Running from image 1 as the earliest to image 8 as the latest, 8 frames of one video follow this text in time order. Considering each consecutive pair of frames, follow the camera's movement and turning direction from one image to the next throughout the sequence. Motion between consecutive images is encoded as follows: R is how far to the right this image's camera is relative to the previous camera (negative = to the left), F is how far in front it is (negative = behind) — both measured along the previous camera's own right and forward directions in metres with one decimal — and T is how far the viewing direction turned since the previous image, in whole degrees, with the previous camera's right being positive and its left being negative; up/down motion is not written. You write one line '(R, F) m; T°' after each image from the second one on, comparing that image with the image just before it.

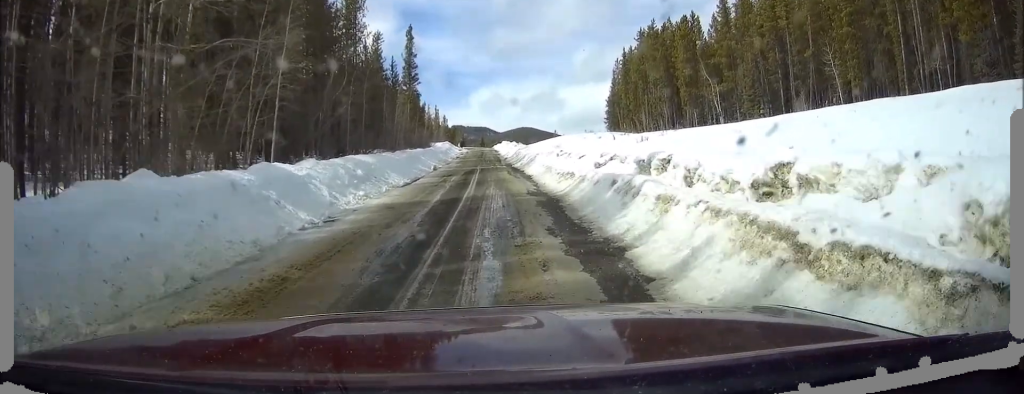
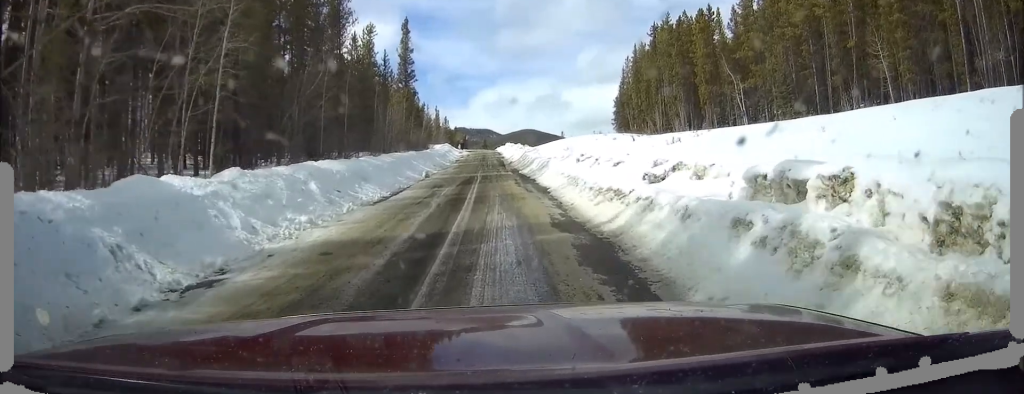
(-0.2, +7.2) m; -1°
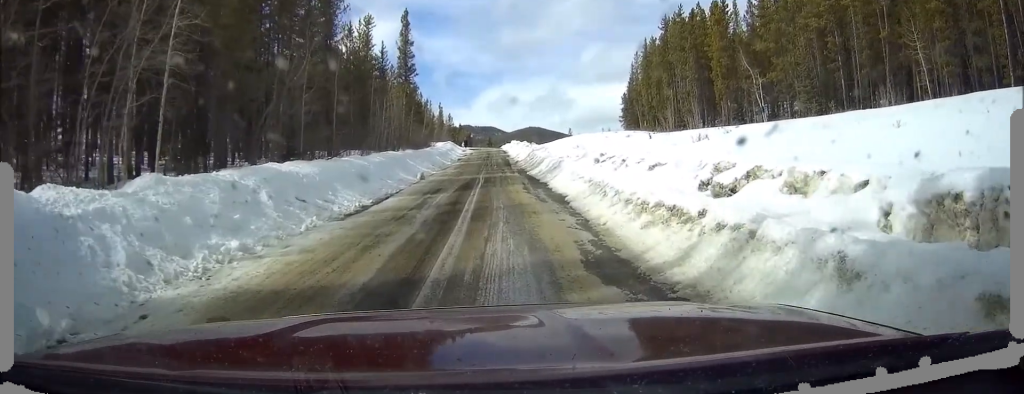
(+0.1, +4.3) m; +1°
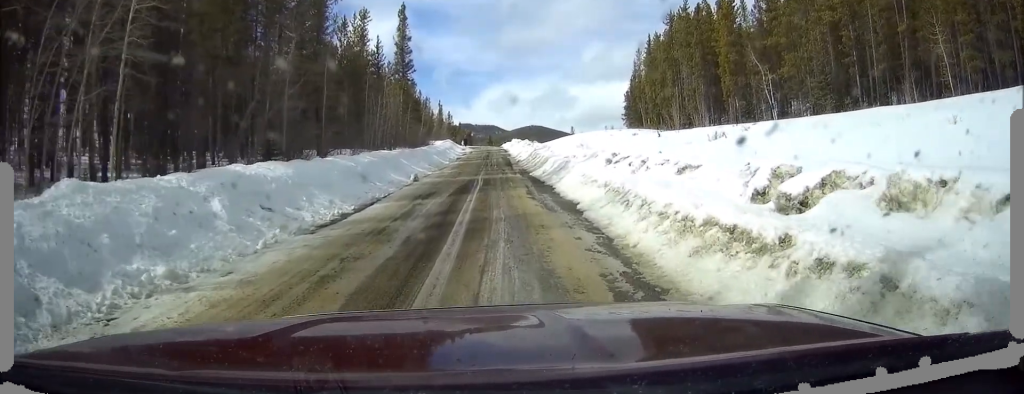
(0.0, +2.6) m; 0°
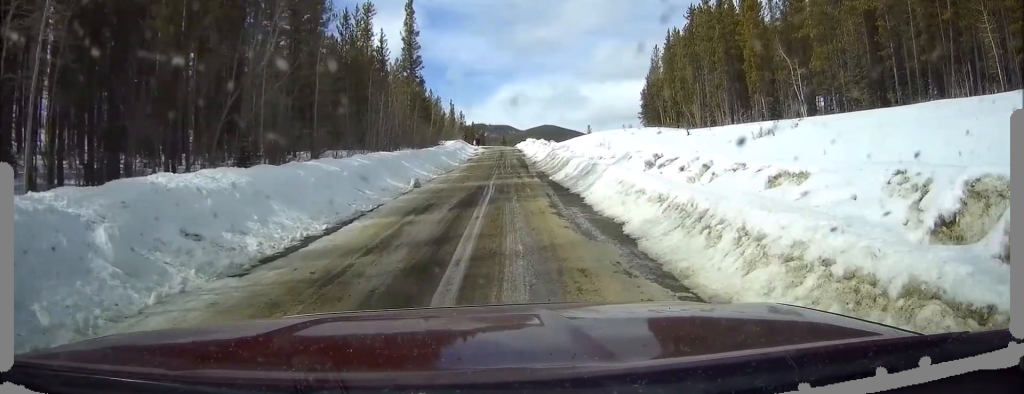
(0.0, +4.1) m; 0°
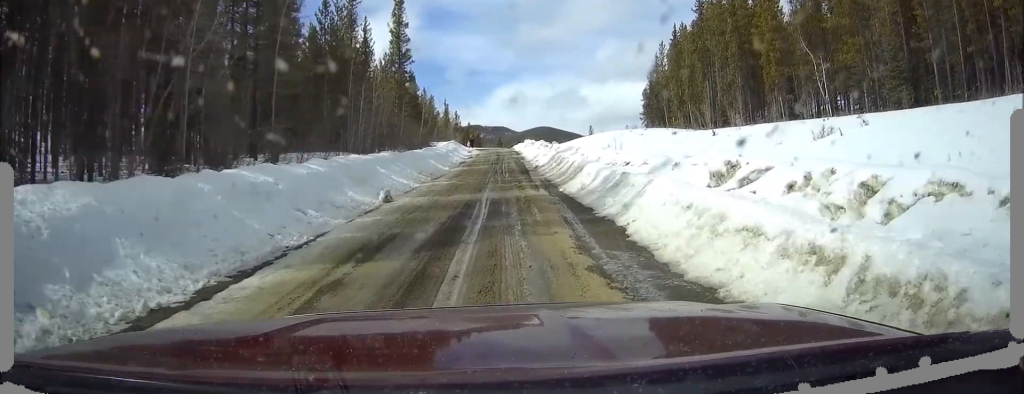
(0.0, +5.7) m; 0°
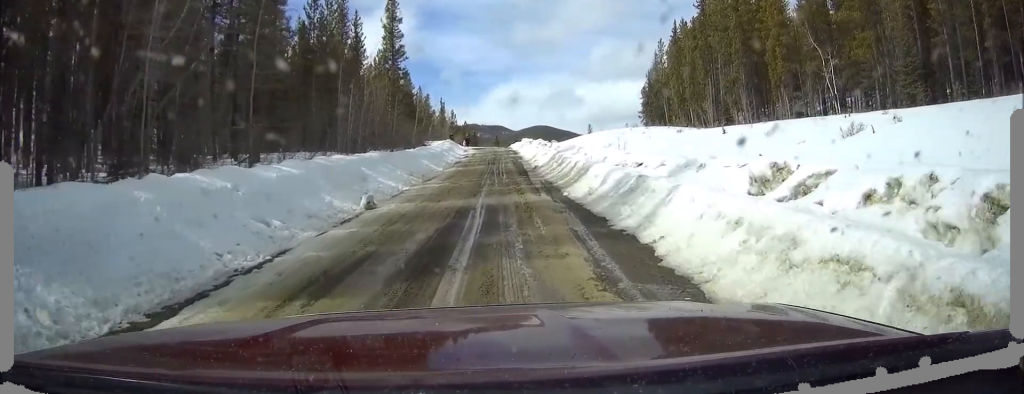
(0.0, +2.1) m; +1°
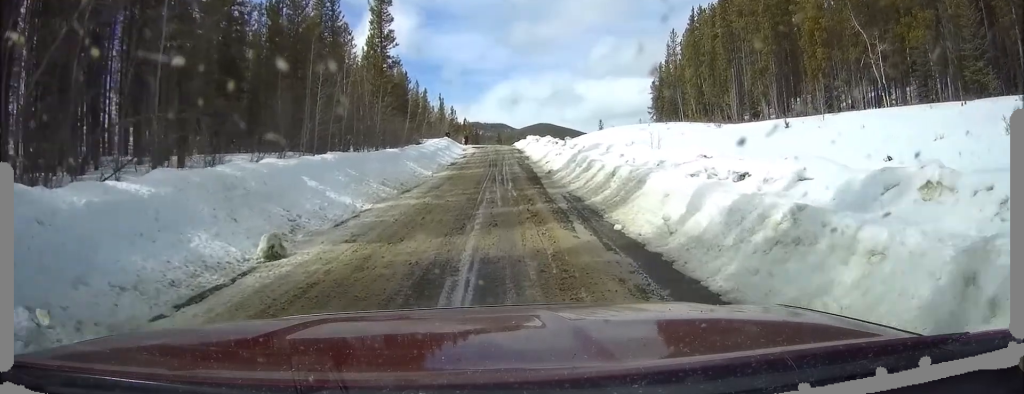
(+0.2, +7.3) m; +3°
